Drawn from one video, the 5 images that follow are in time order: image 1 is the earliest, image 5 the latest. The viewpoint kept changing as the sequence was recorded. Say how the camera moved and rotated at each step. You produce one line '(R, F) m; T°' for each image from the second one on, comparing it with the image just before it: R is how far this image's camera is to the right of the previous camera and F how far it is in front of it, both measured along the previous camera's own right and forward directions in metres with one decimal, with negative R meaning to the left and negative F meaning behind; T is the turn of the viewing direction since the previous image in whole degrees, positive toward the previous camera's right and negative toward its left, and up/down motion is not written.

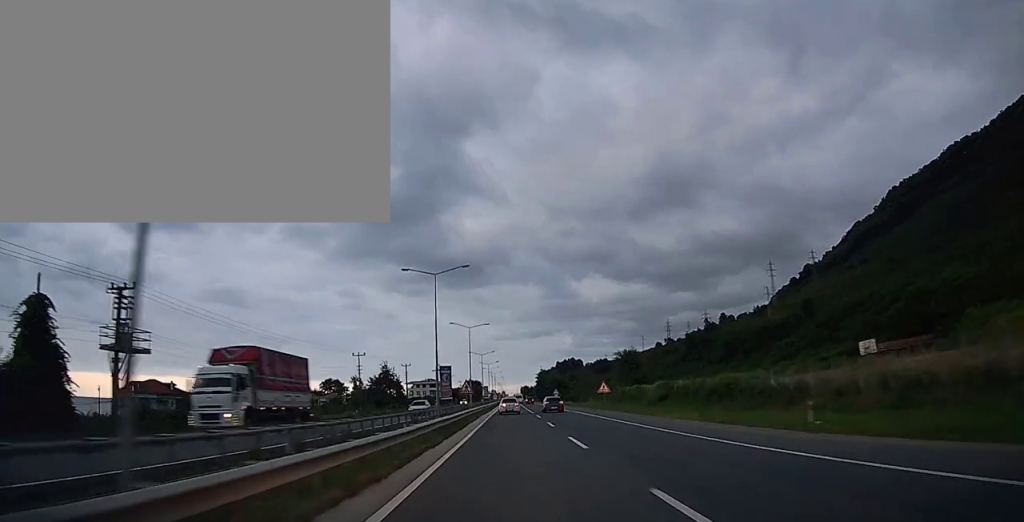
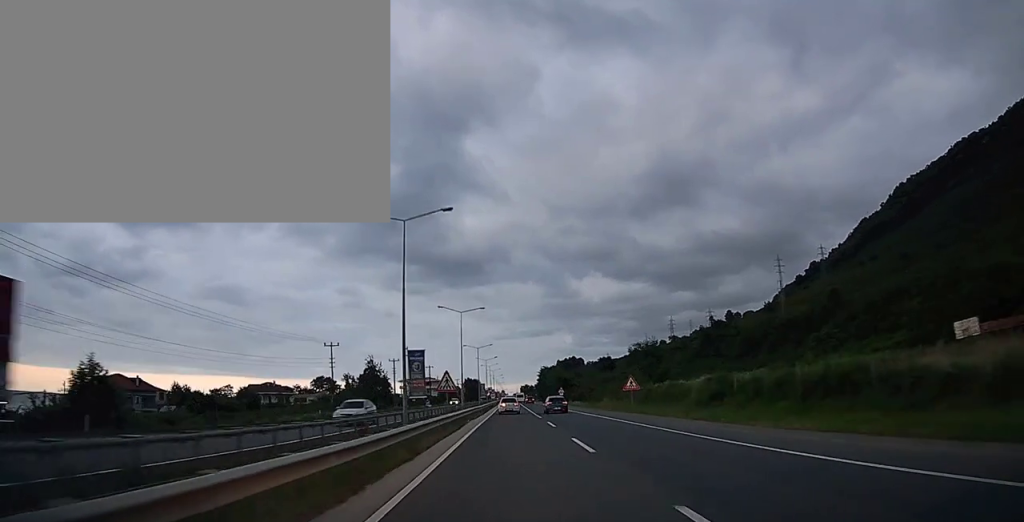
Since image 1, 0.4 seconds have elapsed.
(+0.1, +13.1) m; 0°
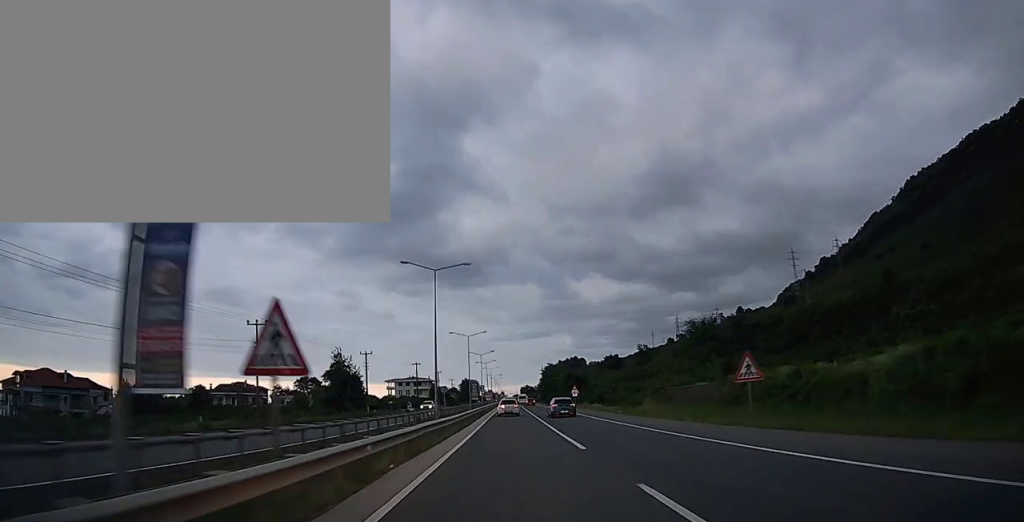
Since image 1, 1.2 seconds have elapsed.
(-0.1, +22.0) m; 0°
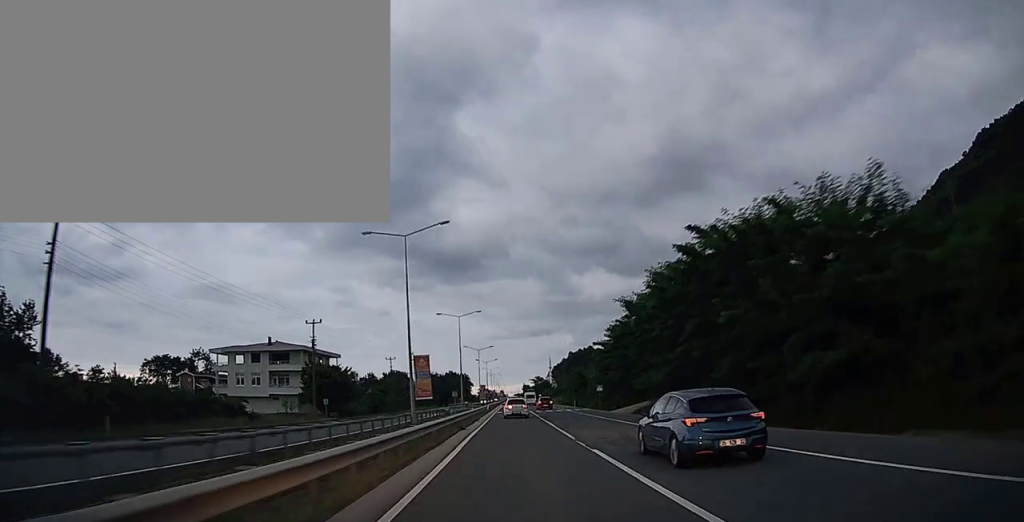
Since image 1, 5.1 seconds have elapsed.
(+0.1, +115.7) m; 0°
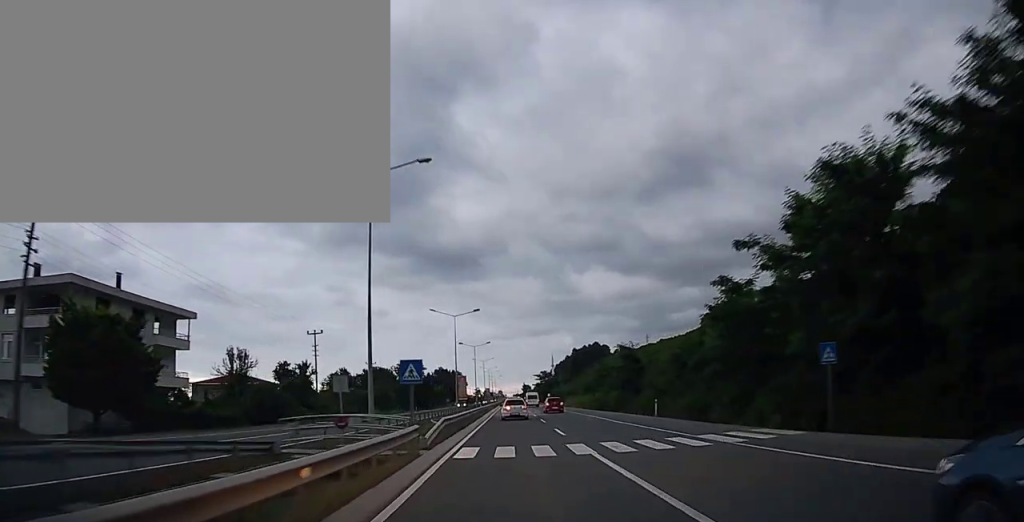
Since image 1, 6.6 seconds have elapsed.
(-0.3, +42.3) m; 0°
